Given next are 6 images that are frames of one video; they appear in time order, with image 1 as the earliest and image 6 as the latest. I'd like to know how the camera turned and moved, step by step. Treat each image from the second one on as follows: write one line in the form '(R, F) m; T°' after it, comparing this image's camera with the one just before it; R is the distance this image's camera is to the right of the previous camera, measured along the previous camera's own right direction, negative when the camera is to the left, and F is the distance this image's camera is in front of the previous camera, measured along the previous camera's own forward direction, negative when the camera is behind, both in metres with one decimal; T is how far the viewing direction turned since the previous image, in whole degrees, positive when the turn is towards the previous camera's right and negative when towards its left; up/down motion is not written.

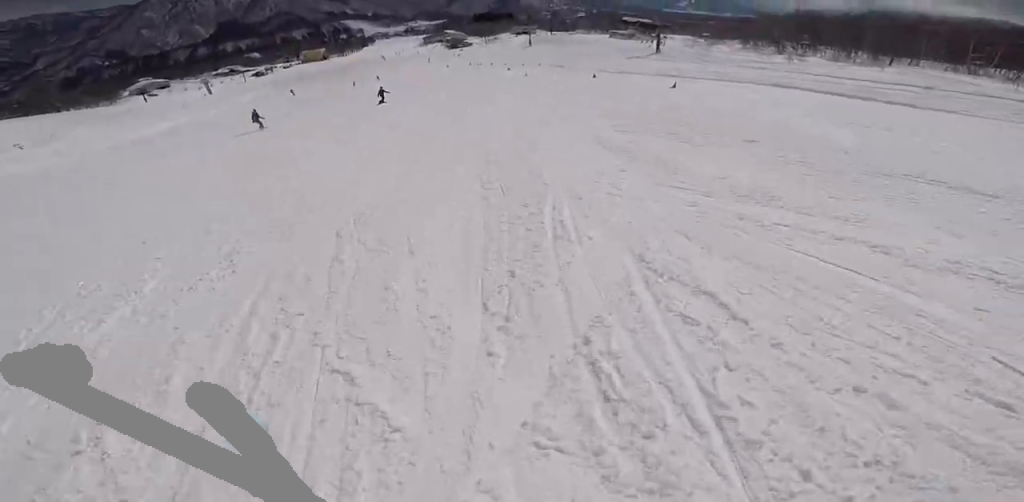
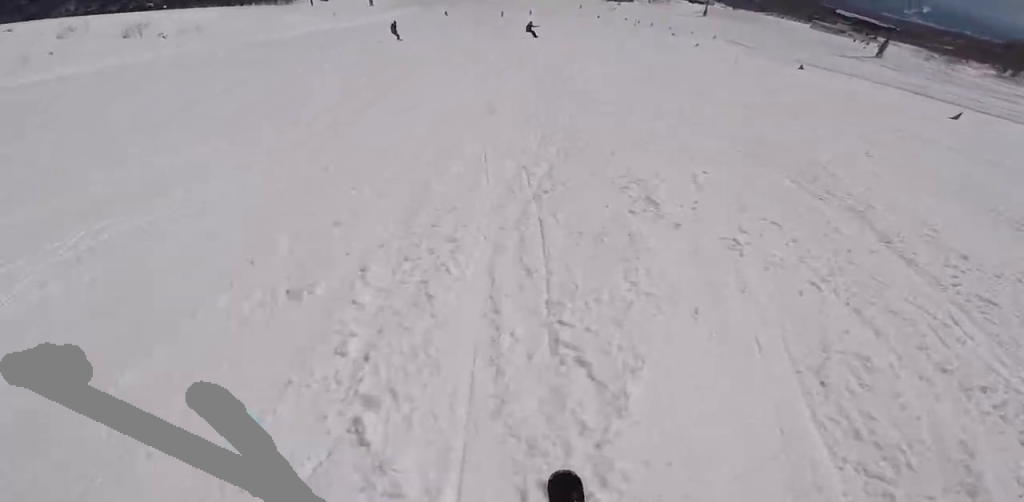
(-0.7, +8.0) m; -5°
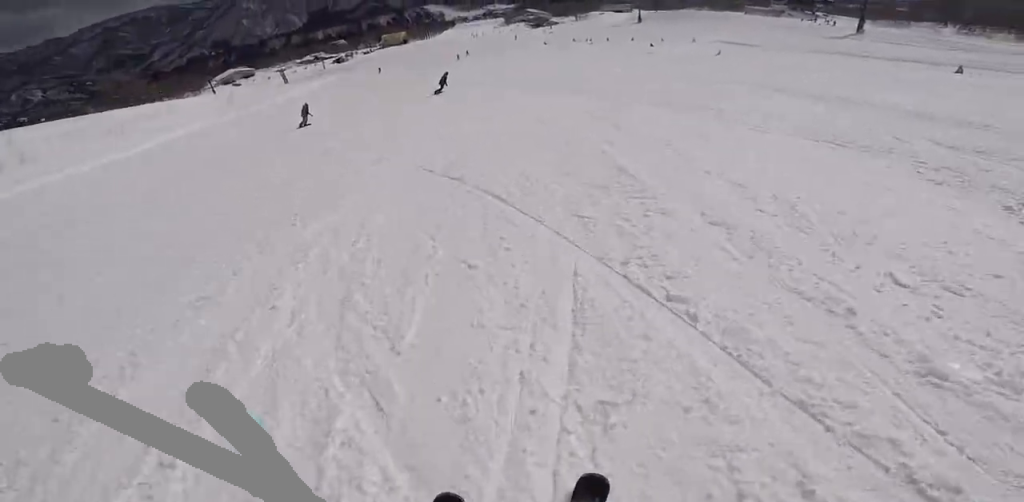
(+0.9, +18.0) m; +13°
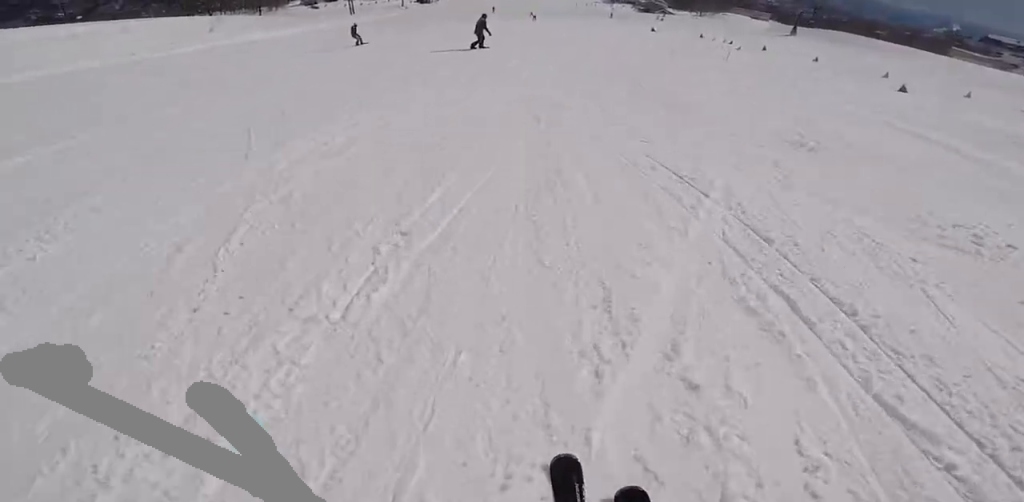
(-2.1, +29.8) m; -16°
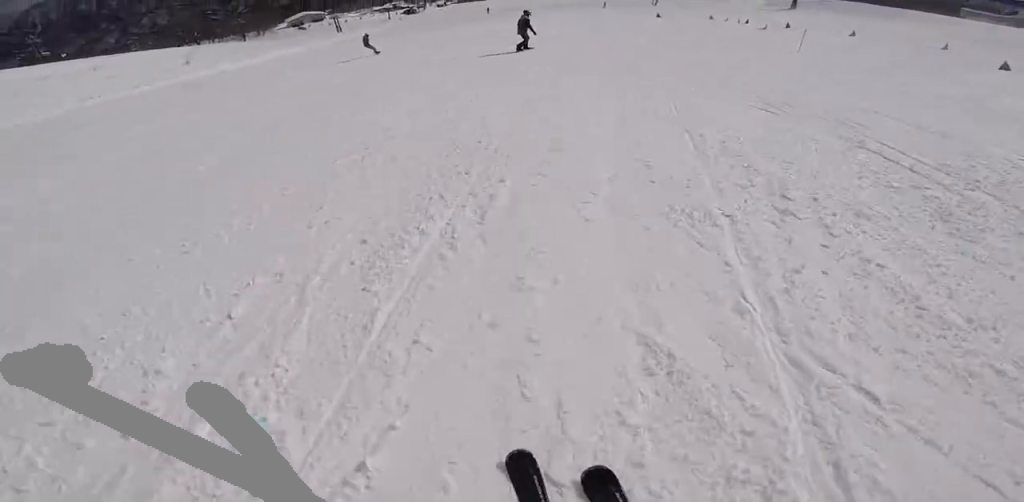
(0.0, +5.4) m; 0°
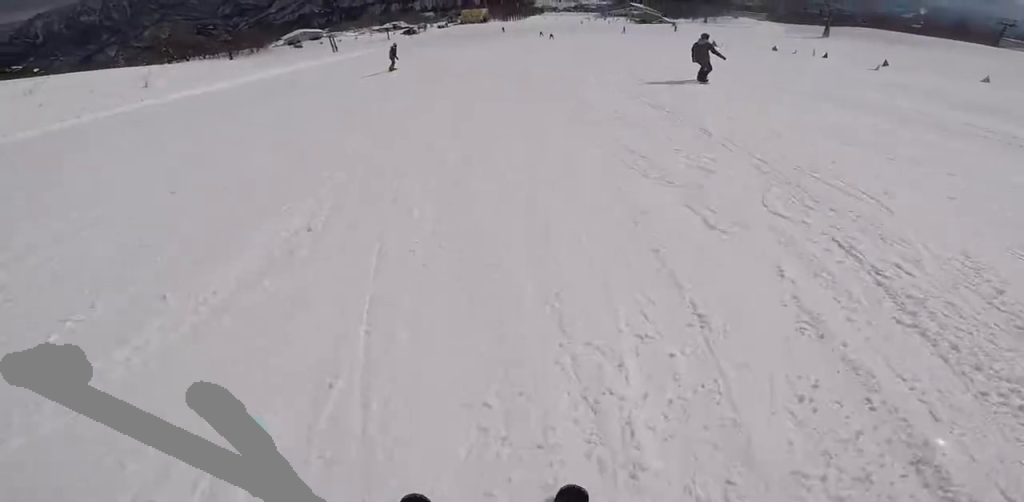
(+0.1, +9.6) m; +11°
